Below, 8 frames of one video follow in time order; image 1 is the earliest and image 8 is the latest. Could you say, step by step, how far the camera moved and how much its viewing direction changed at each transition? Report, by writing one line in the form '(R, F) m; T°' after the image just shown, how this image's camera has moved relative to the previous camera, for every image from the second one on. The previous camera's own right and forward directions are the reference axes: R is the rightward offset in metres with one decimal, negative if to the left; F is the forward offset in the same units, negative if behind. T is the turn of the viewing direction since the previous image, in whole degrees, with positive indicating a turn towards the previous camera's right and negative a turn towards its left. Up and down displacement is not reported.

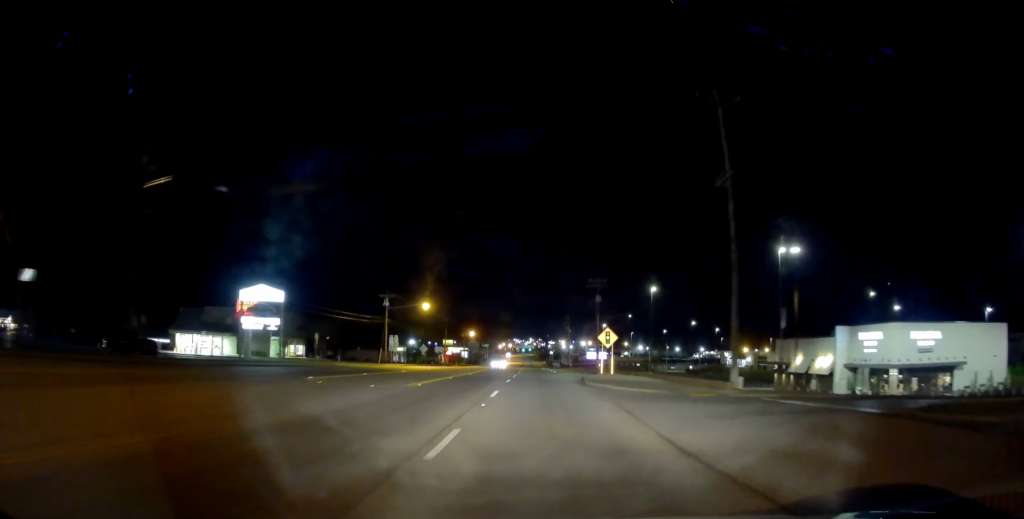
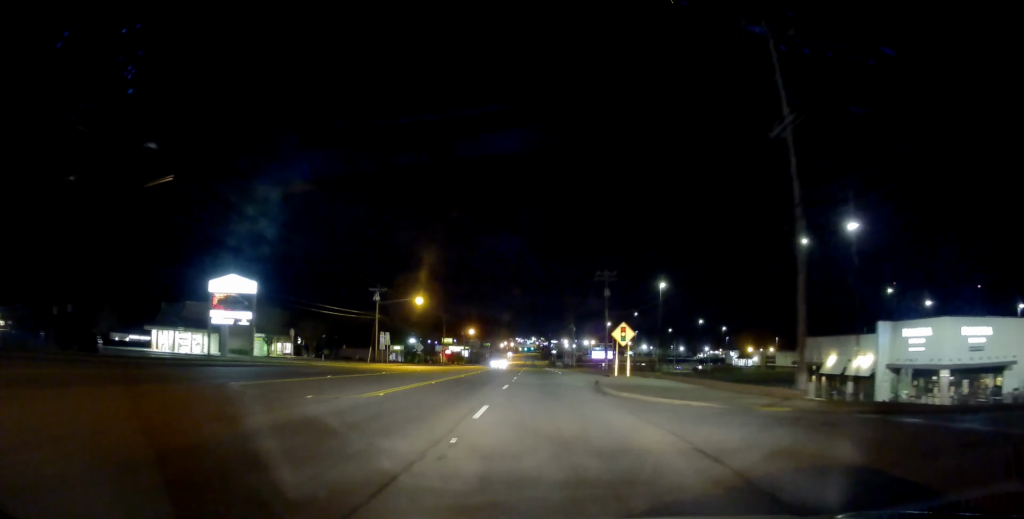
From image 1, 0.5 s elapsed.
(0.0, +6.7) m; 0°
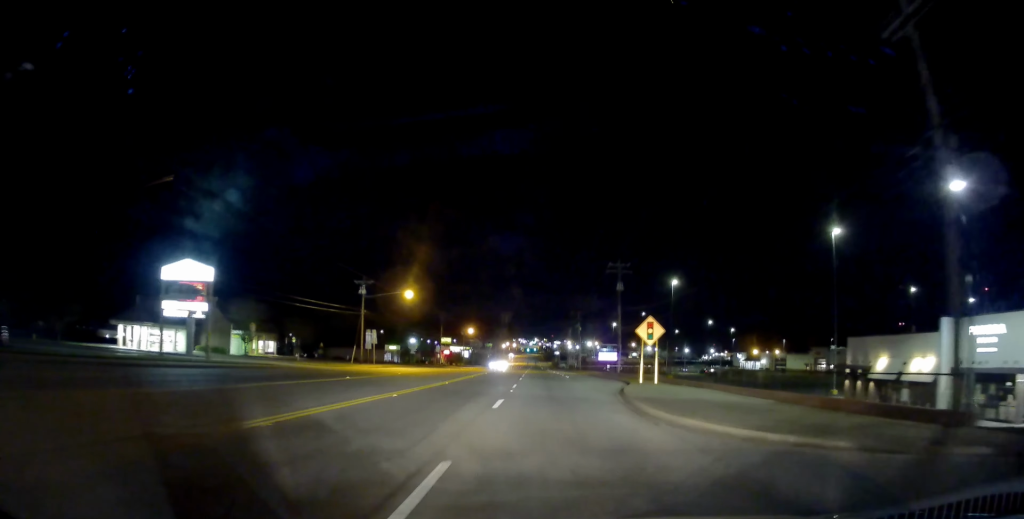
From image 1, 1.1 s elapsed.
(+0.2, +8.1) m; +1°
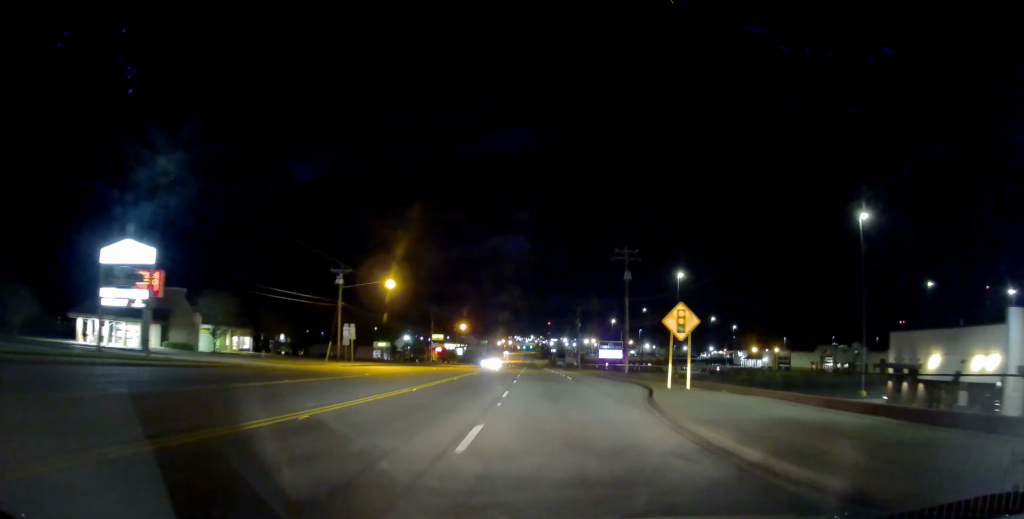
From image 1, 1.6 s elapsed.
(0.0, +7.3) m; 0°
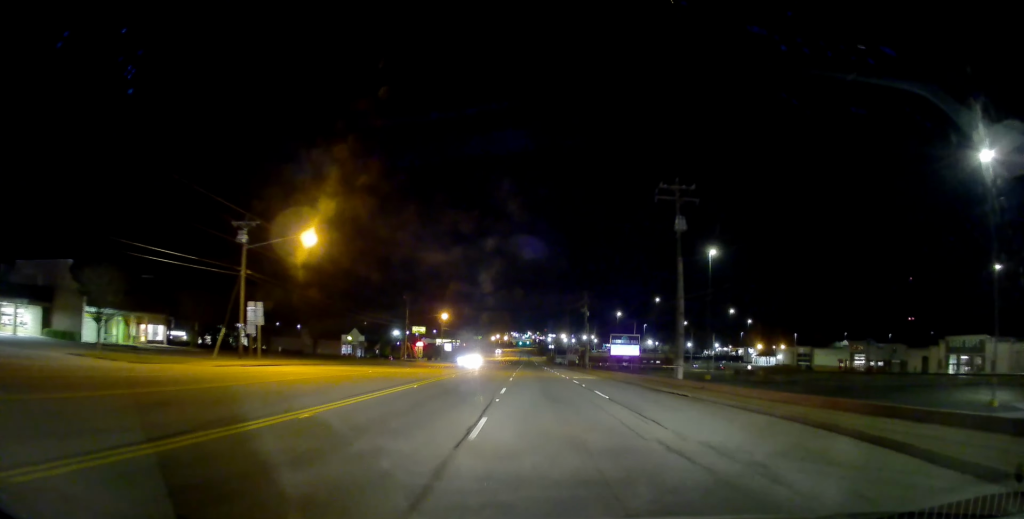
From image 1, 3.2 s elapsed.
(-0.1, +22.0) m; -1°
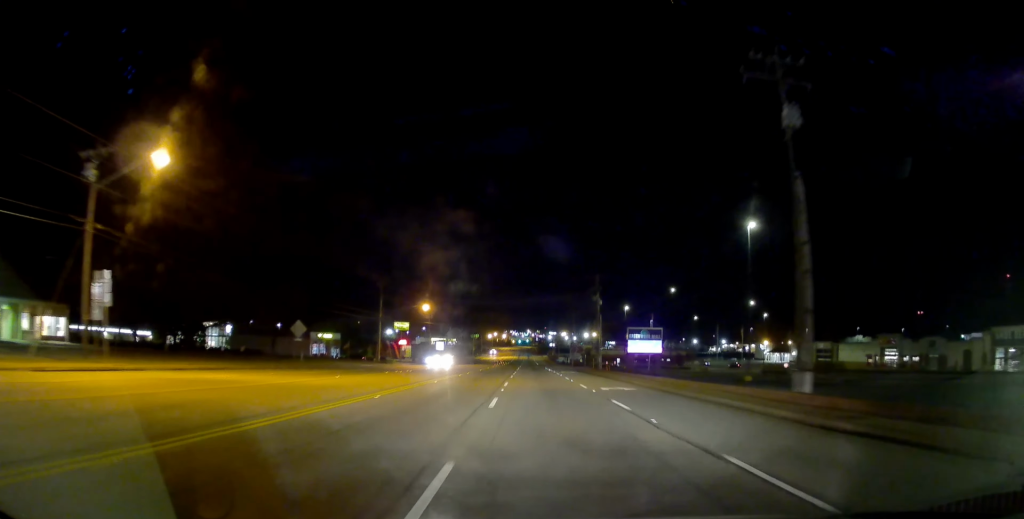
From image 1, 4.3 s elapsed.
(-0.1, +17.0) m; 0°
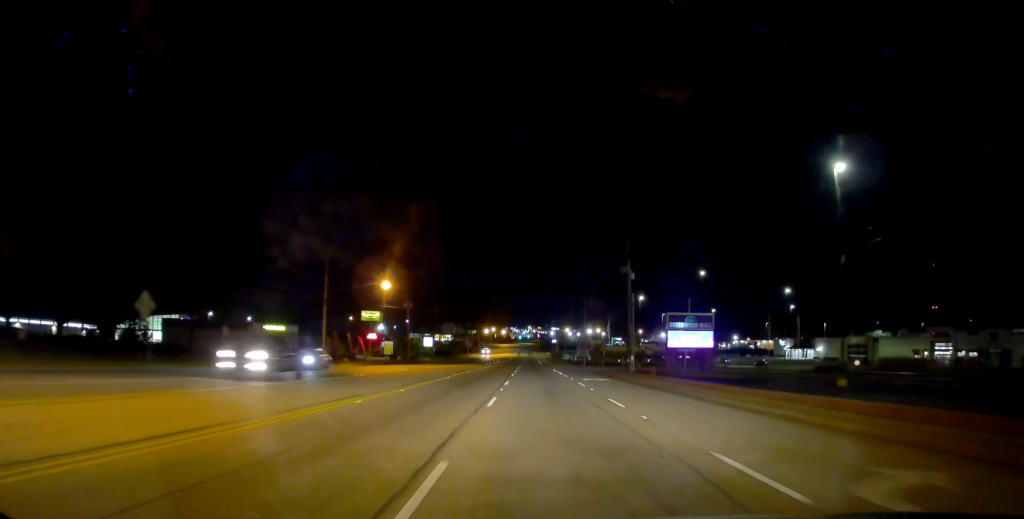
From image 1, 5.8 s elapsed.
(+0.3, +22.8) m; +1°
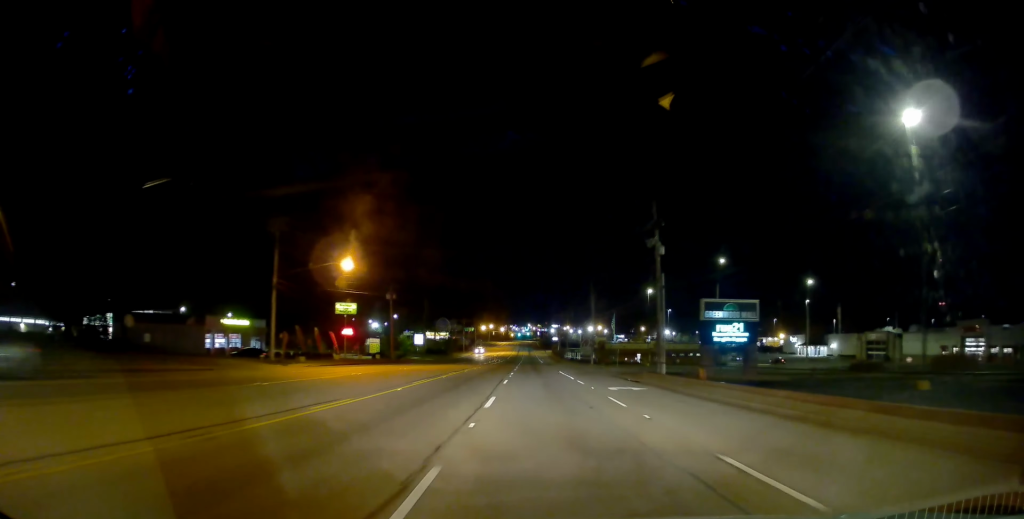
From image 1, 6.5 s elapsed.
(+0.1, +12.2) m; 0°
